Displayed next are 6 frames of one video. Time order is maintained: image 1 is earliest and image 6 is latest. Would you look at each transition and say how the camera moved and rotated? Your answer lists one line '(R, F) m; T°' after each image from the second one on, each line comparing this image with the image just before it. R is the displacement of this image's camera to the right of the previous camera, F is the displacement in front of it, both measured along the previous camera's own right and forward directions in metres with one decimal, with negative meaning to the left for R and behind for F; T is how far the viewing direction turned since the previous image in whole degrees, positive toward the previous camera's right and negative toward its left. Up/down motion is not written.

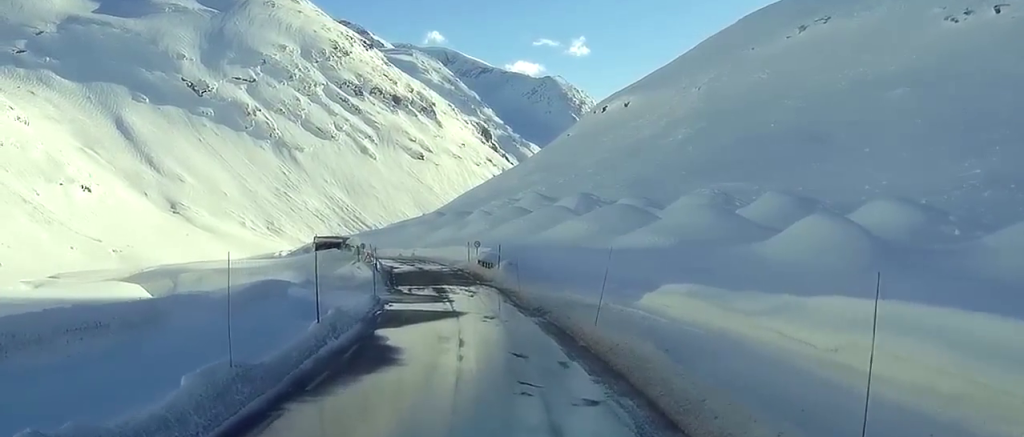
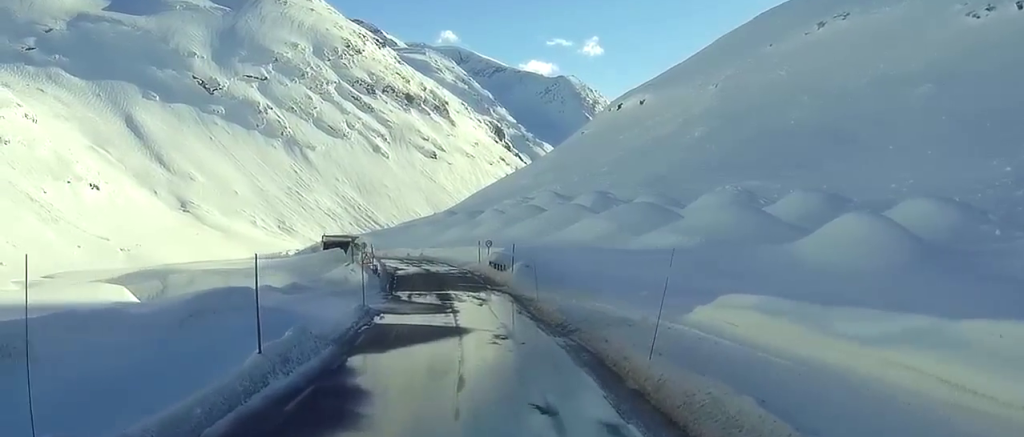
(0.0, +8.0) m; 0°
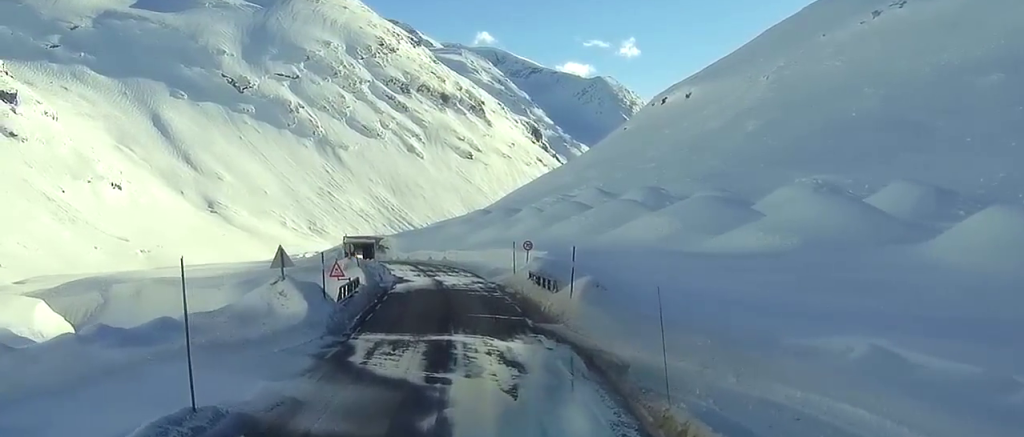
(-0.2, +25.4) m; -2°
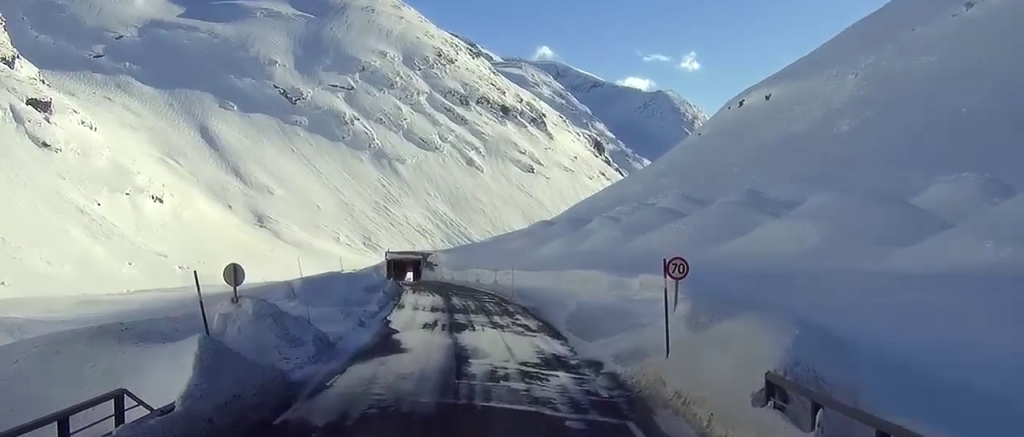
(-0.9, +35.8) m; -3°
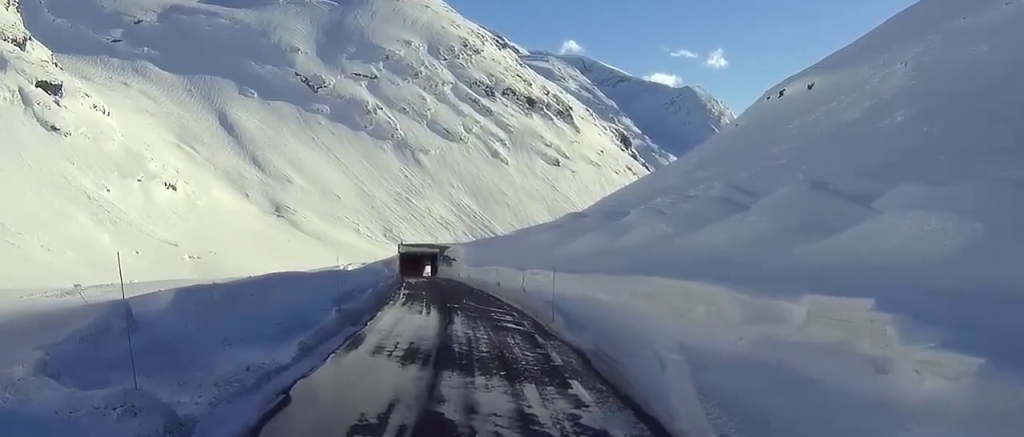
(-0.5, +22.7) m; -2°
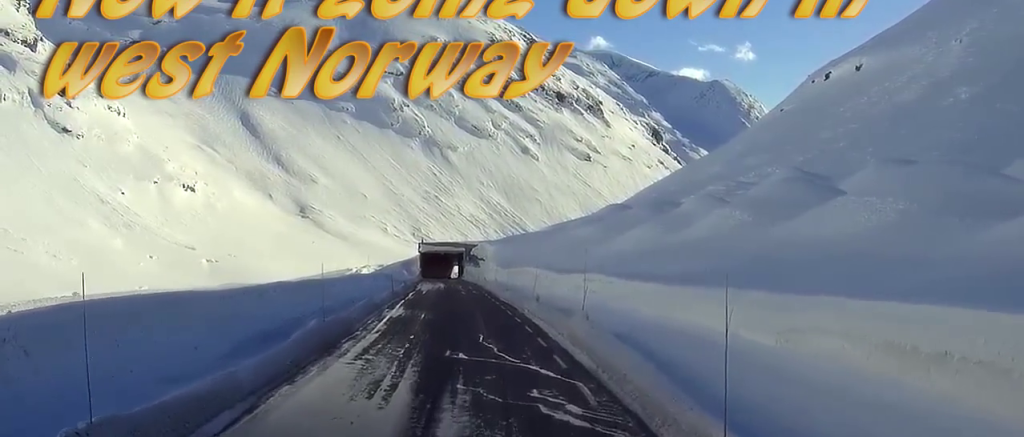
(-0.2, +24.1) m; -1°
